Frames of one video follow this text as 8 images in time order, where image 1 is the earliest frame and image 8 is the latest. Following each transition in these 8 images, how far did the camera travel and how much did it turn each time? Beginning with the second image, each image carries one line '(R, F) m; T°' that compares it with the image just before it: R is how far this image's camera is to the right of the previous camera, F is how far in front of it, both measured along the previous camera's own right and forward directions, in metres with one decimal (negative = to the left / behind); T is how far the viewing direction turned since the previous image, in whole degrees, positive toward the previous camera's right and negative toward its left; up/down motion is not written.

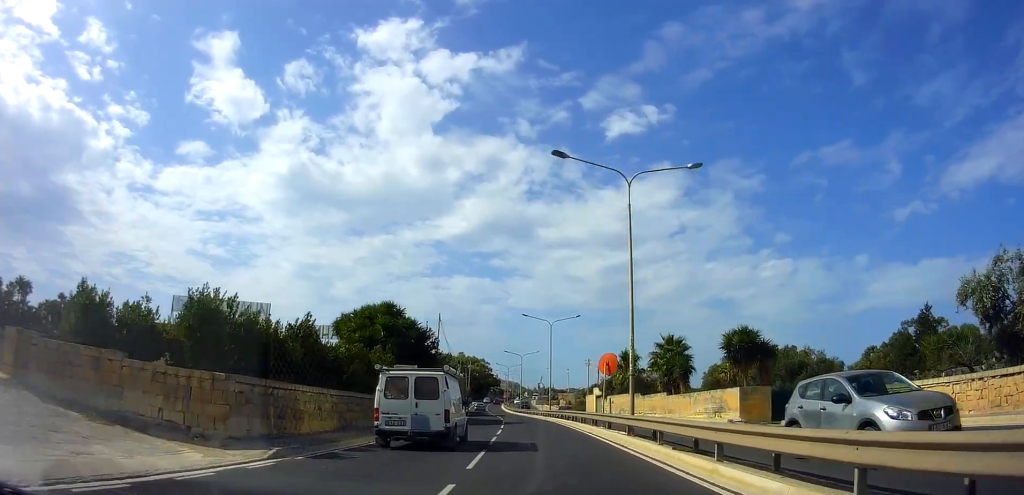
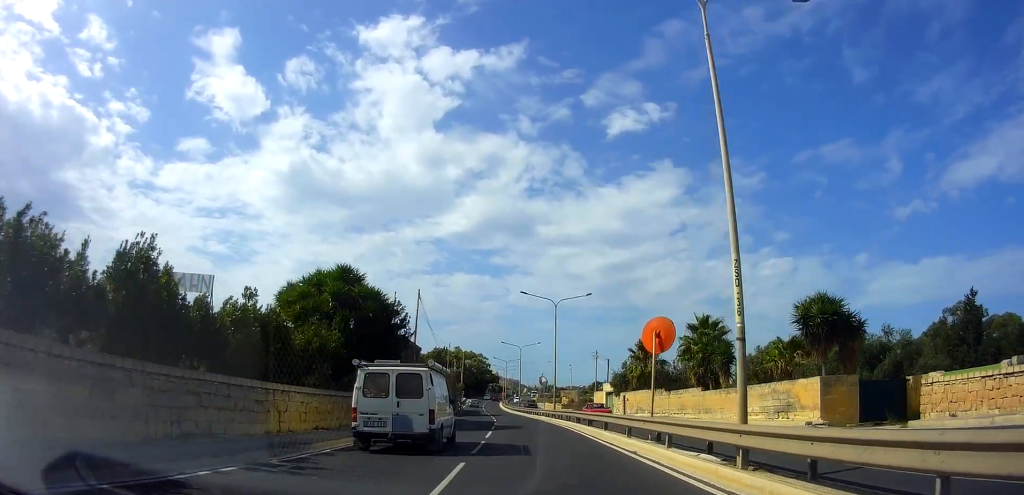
(-0.1, +9.3) m; -1°
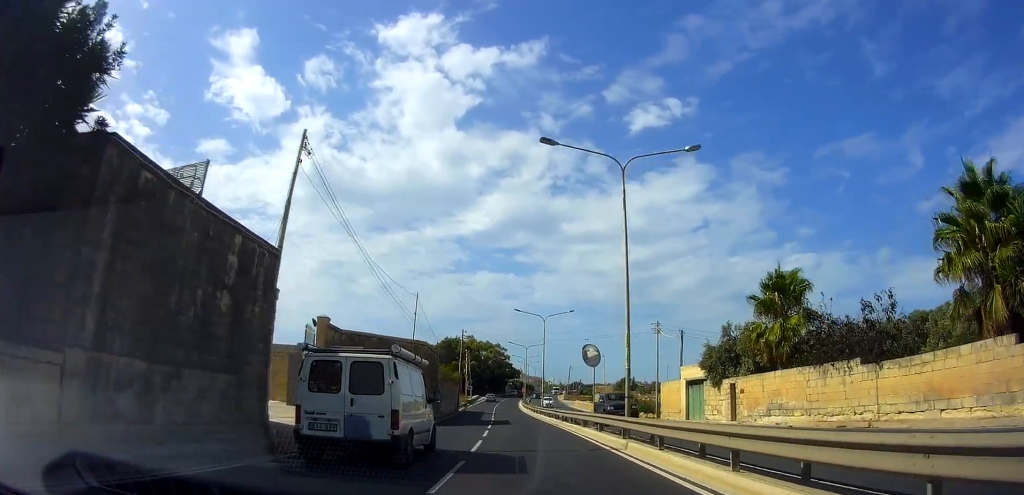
(-0.8, +24.0) m; -1°
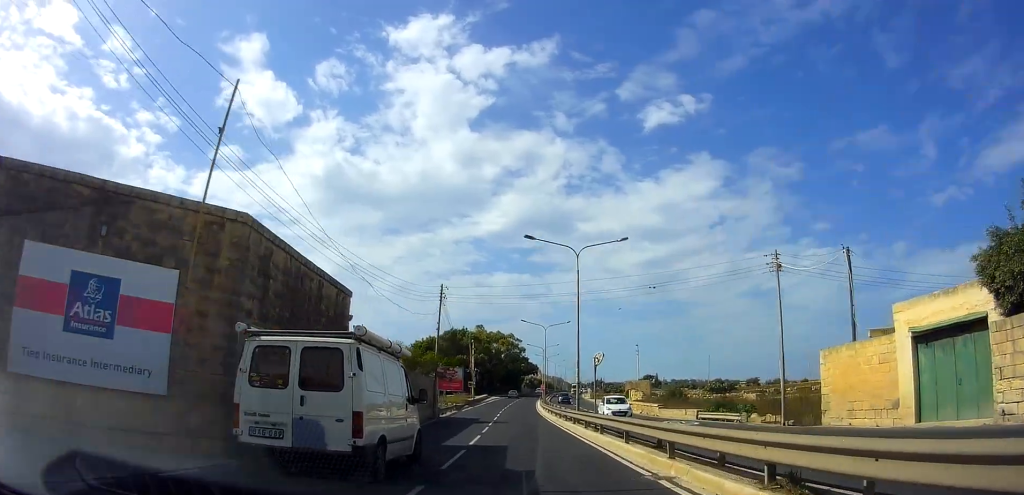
(+0.5, +21.6) m; -1°
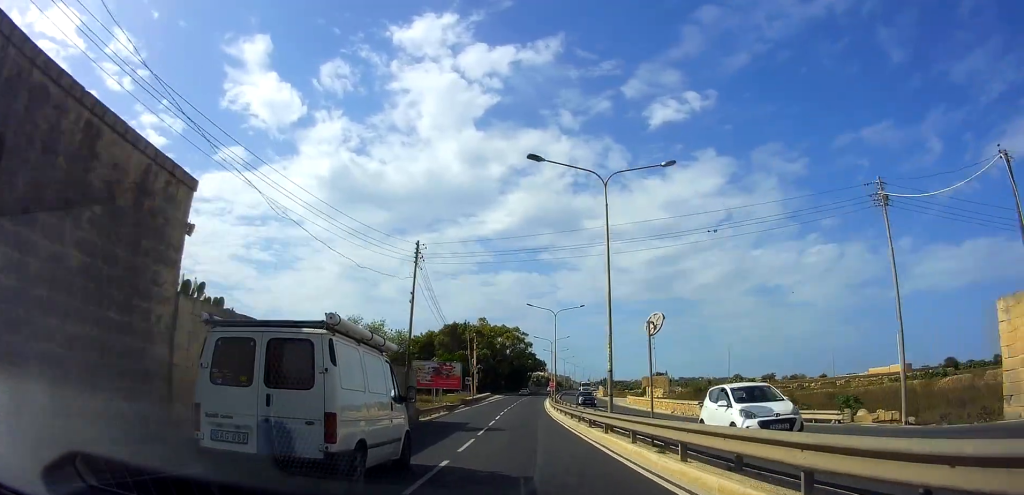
(-0.4, +8.9) m; -2°
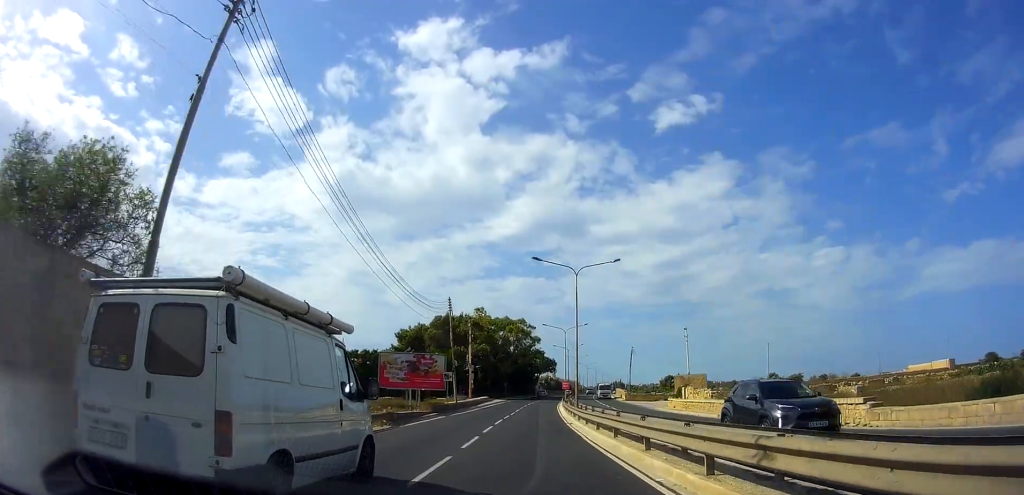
(-0.2, +16.9) m; -1°
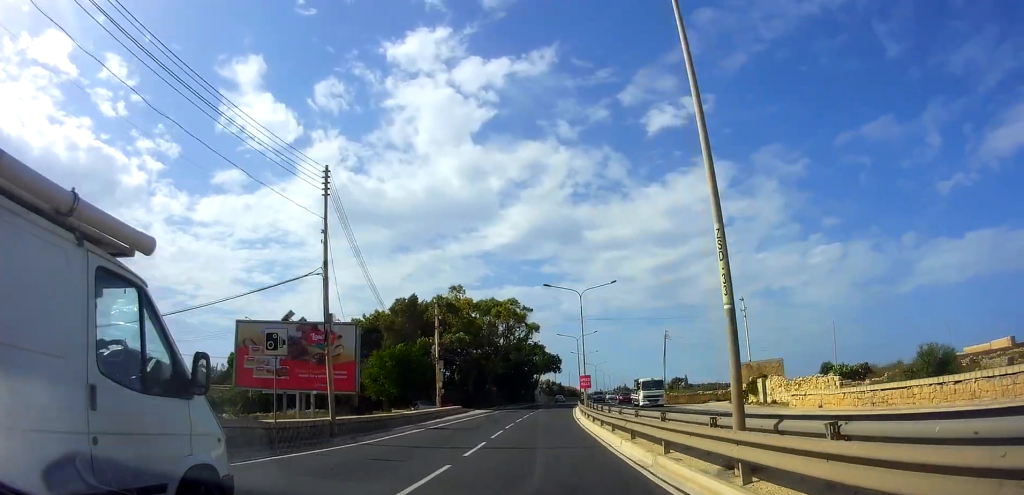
(-0.2, +25.2) m; +1°
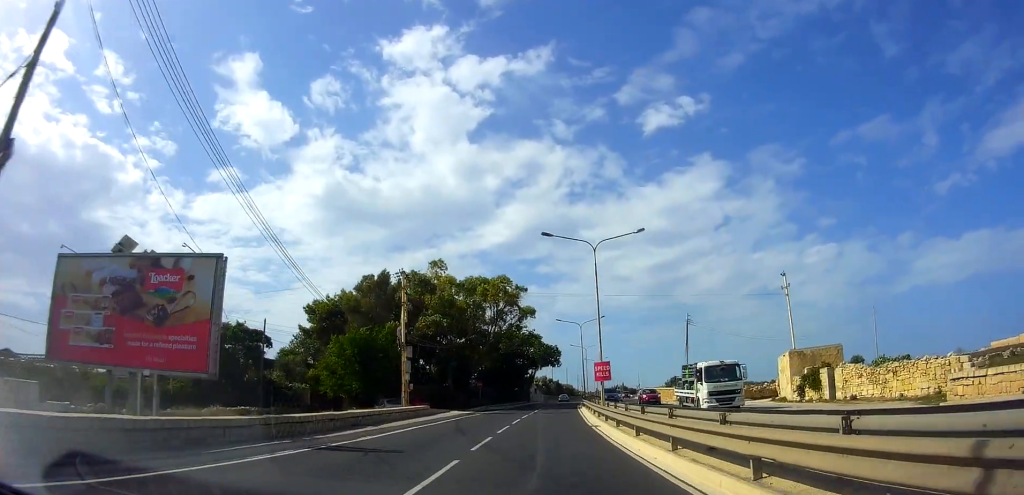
(-0.1, +11.8) m; +2°
